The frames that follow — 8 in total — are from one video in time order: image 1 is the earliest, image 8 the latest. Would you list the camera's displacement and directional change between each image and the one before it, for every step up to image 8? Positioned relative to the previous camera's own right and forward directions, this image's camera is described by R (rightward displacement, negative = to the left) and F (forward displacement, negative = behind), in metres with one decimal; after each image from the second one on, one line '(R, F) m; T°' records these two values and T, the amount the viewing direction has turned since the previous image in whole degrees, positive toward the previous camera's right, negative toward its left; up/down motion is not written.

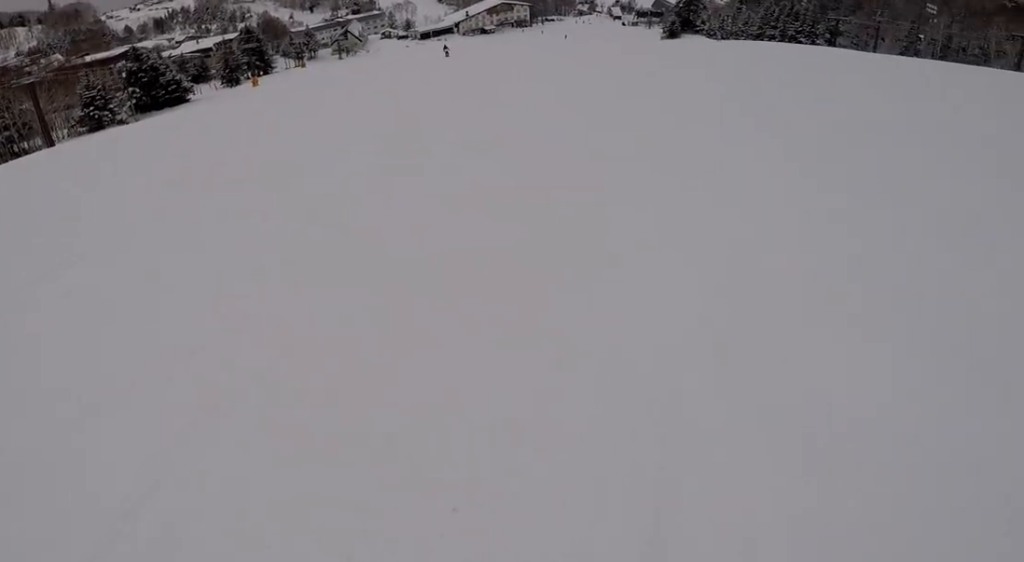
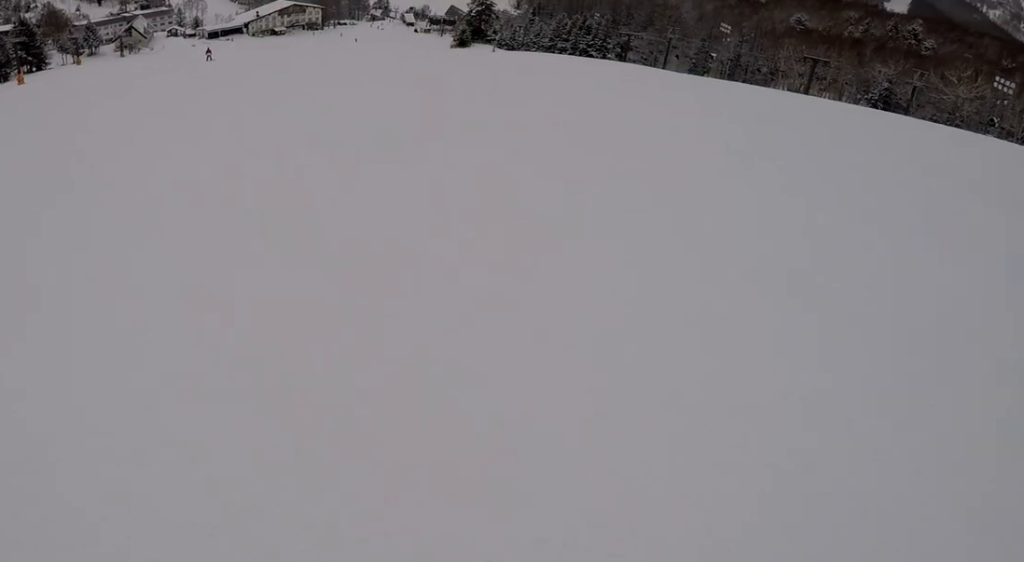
(+1.1, +6.7) m; 0°
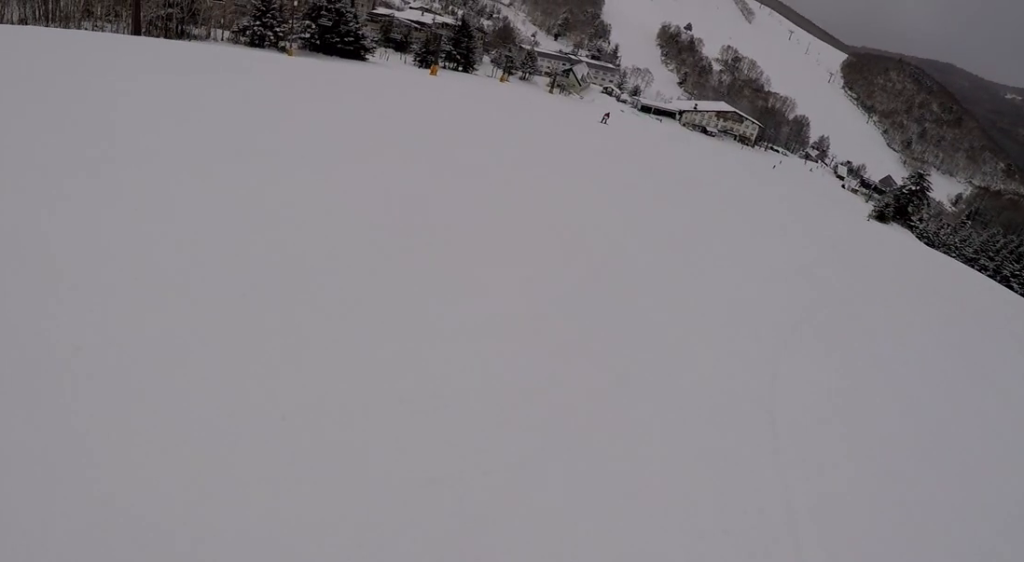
(-2.9, +9.8) m; -34°
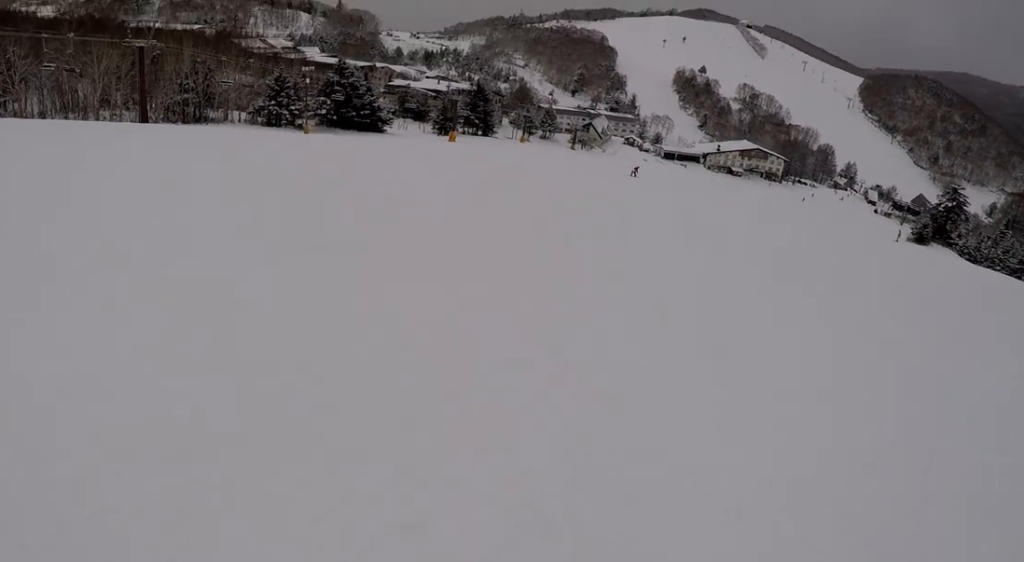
(-0.1, +2.8) m; -9°
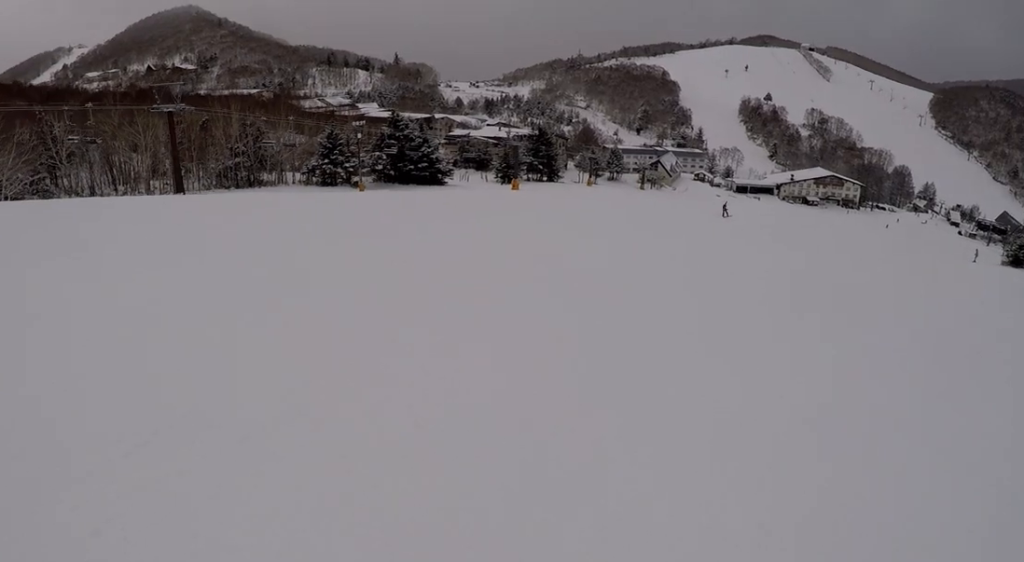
(-0.7, +4.4) m; -9°
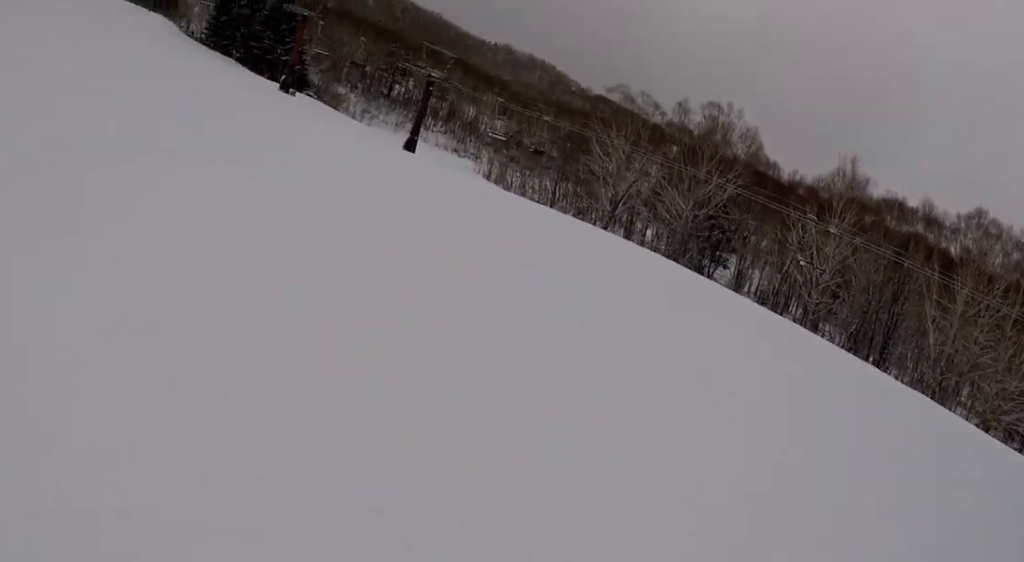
(-0.4, +6.2) m; -19°
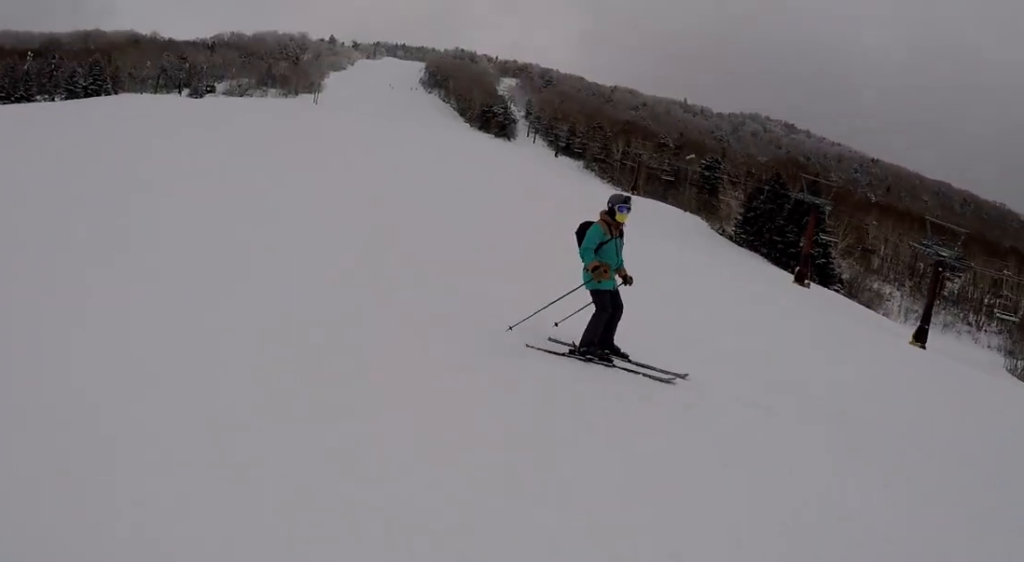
(-1.6, +4.4) m; -31°
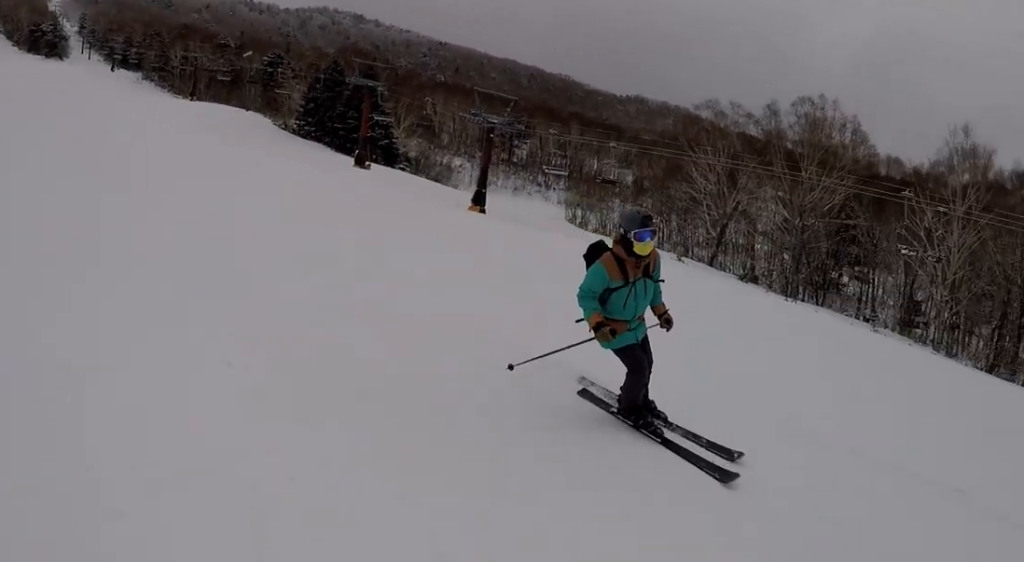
(-0.3, +3.4) m; +10°
